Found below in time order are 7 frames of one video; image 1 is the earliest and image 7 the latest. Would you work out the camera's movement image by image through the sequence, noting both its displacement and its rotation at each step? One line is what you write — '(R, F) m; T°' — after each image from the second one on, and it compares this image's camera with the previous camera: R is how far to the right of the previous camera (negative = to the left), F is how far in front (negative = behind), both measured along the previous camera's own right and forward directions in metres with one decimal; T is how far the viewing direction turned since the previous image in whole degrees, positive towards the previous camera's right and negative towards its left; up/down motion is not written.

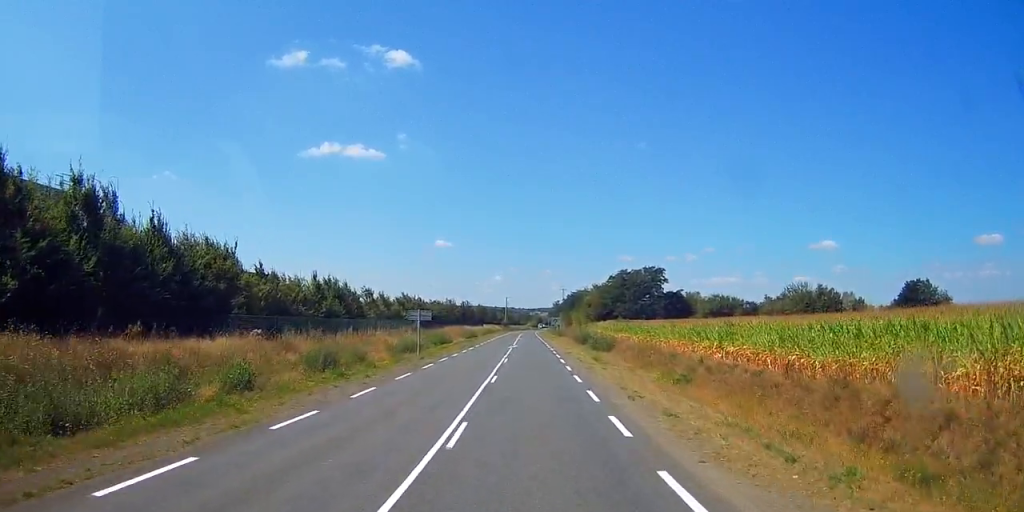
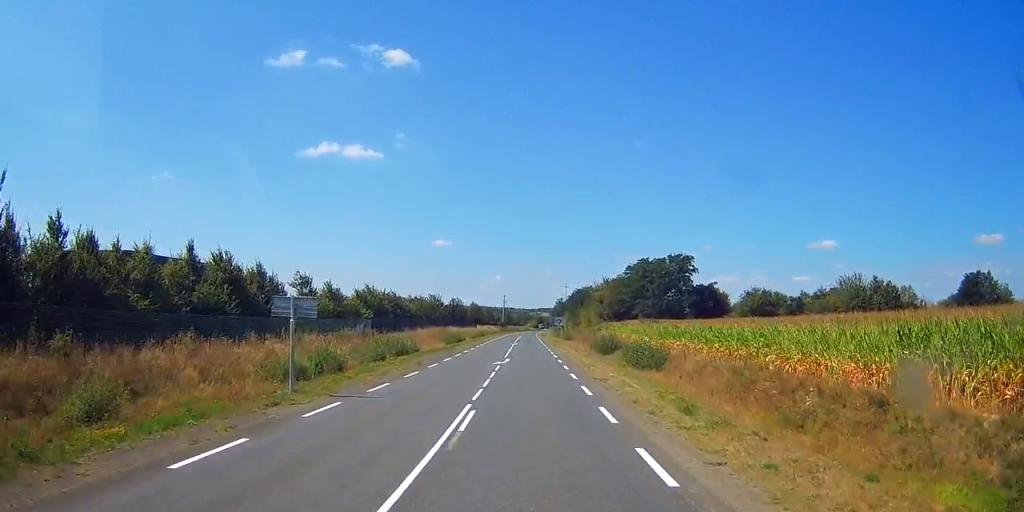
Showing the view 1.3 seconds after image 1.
(-0.5, +24.1) m; 0°
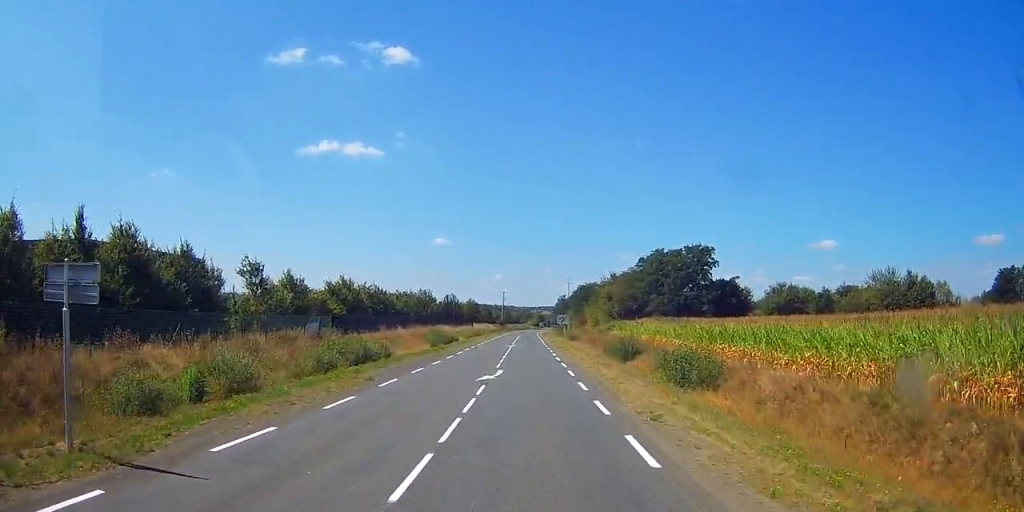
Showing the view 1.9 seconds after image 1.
(+0.1, +11.6) m; 0°
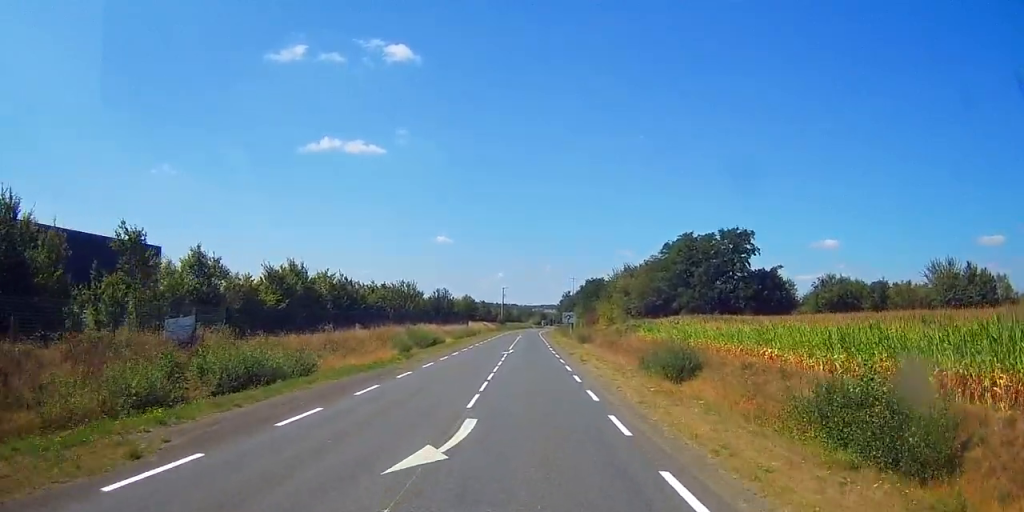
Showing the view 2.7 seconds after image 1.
(+0.4, +16.8) m; 0°
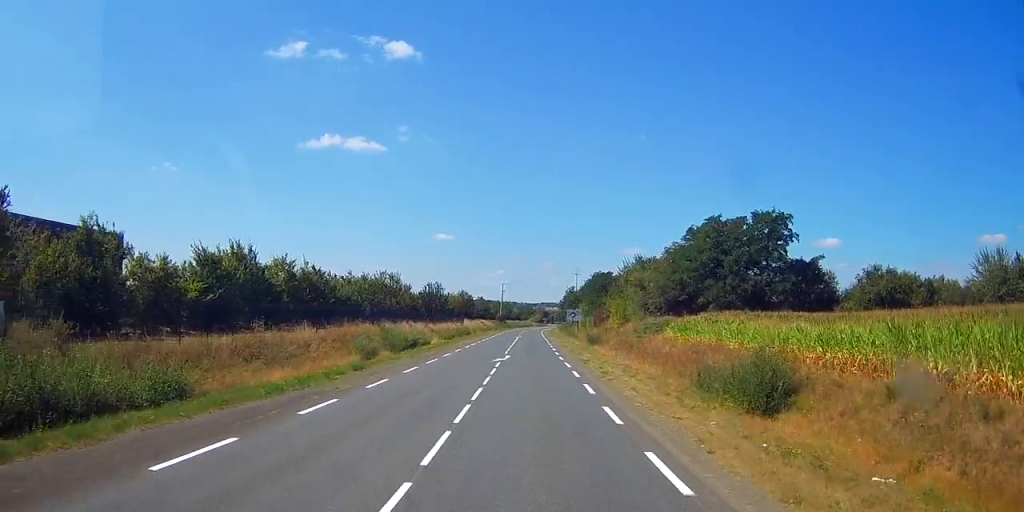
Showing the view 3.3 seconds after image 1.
(-0.4, +11.8) m; 0°
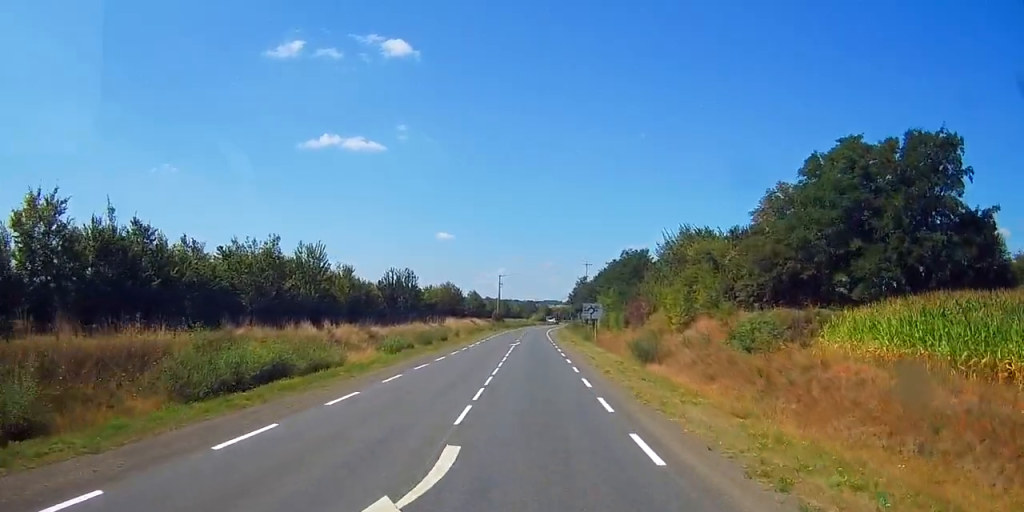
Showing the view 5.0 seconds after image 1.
(+0.1, +30.6) m; -1°
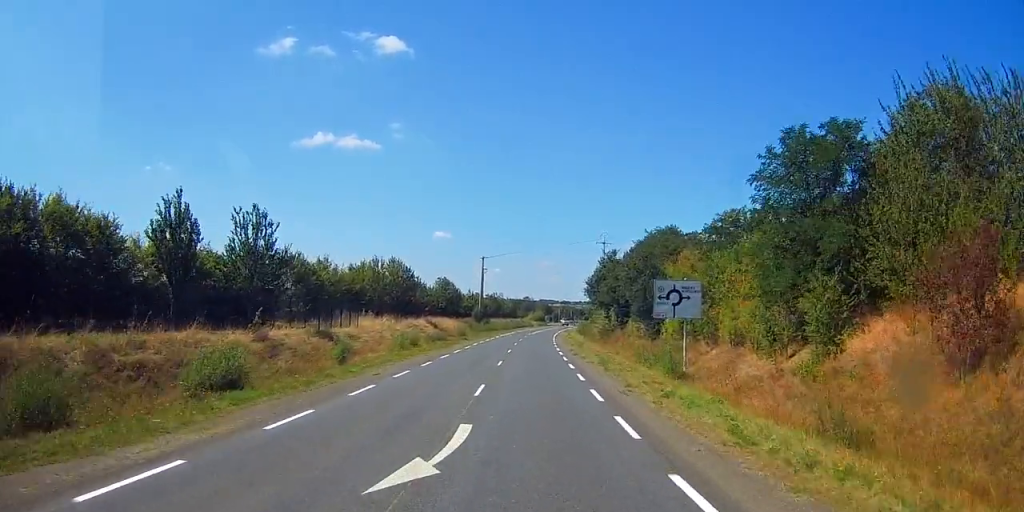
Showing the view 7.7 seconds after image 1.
(-0.2, +48.9) m; +1°
